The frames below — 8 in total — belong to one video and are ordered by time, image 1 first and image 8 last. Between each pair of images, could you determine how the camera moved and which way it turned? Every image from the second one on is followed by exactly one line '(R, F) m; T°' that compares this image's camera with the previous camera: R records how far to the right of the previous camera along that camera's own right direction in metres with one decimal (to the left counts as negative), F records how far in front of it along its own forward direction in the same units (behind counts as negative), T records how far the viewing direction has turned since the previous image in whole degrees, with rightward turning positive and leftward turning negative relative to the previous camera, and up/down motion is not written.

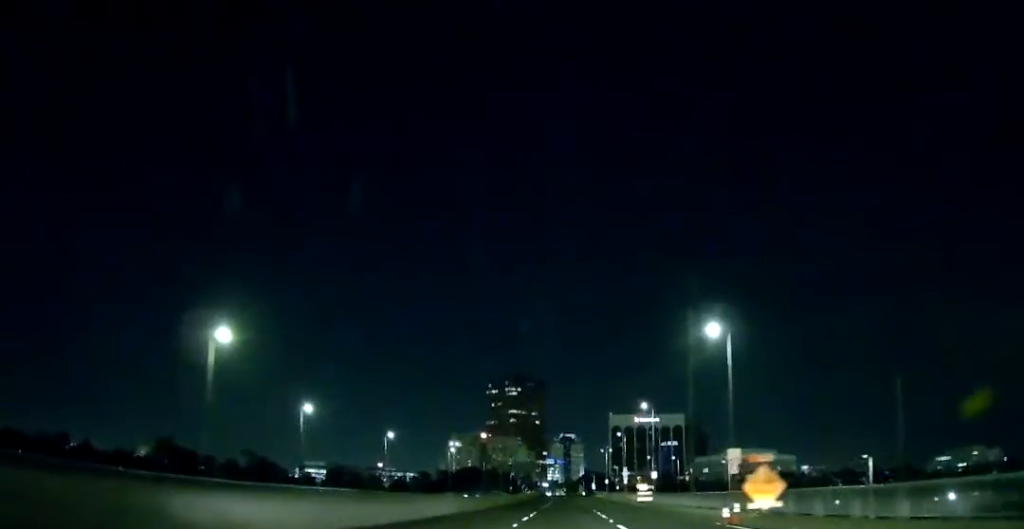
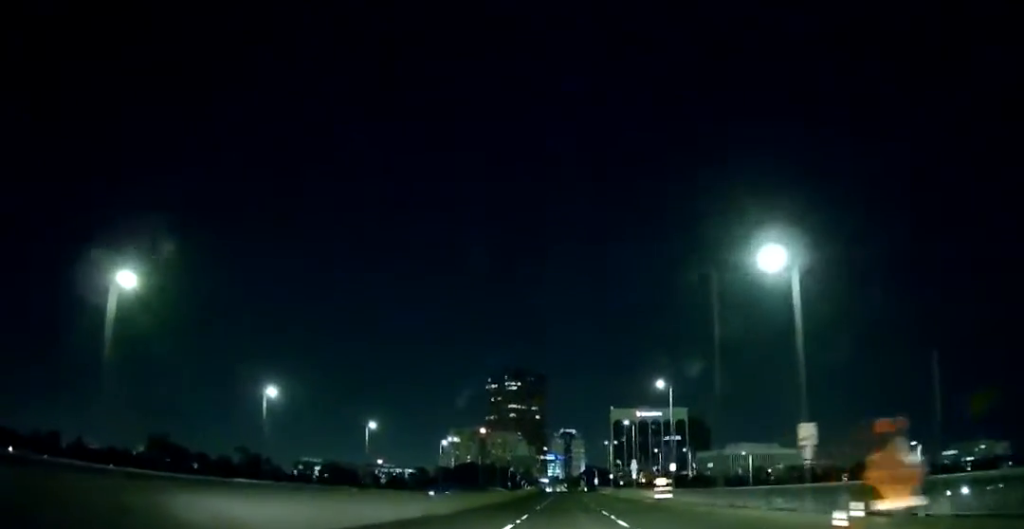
(-0.1, +11.0) m; 0°
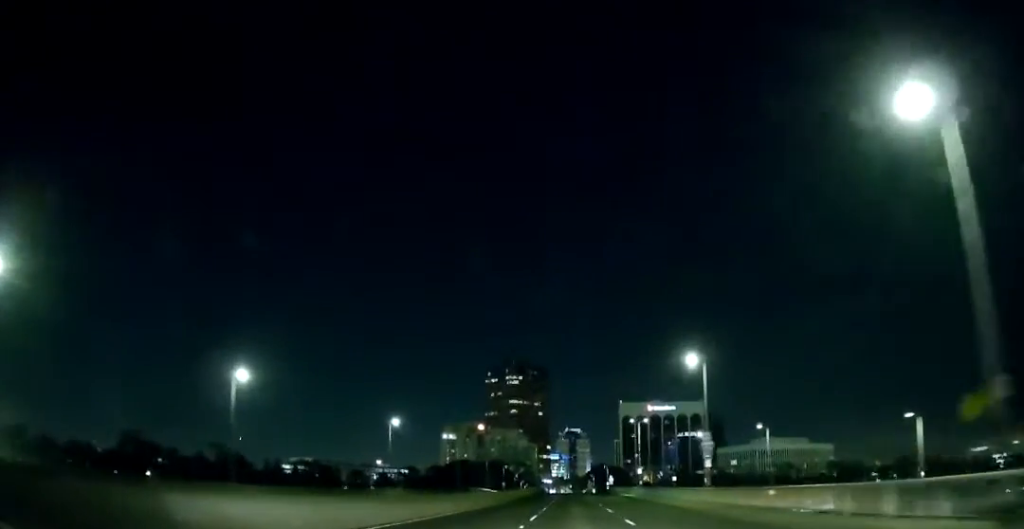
(+0.2, +44.4) m; 0°
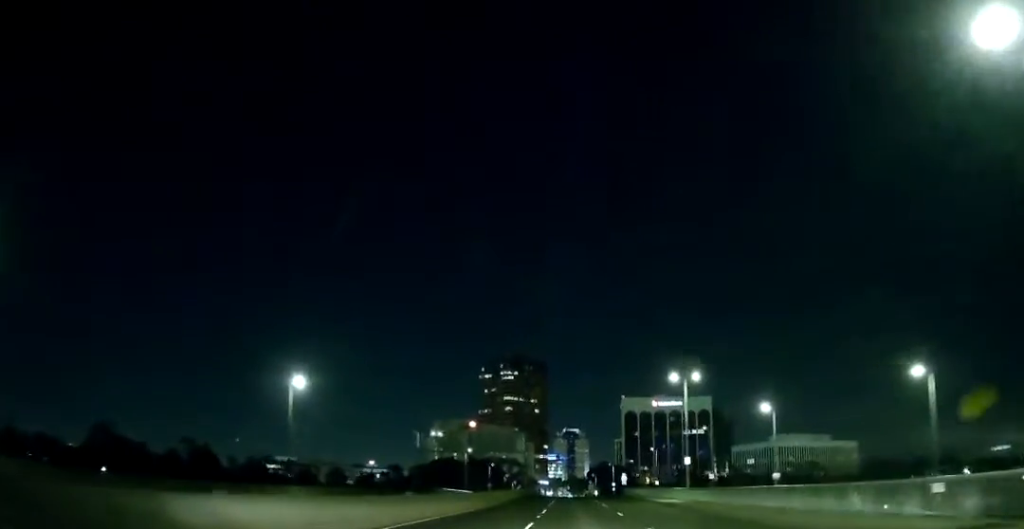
(-0.2, +35.6) m; 0°
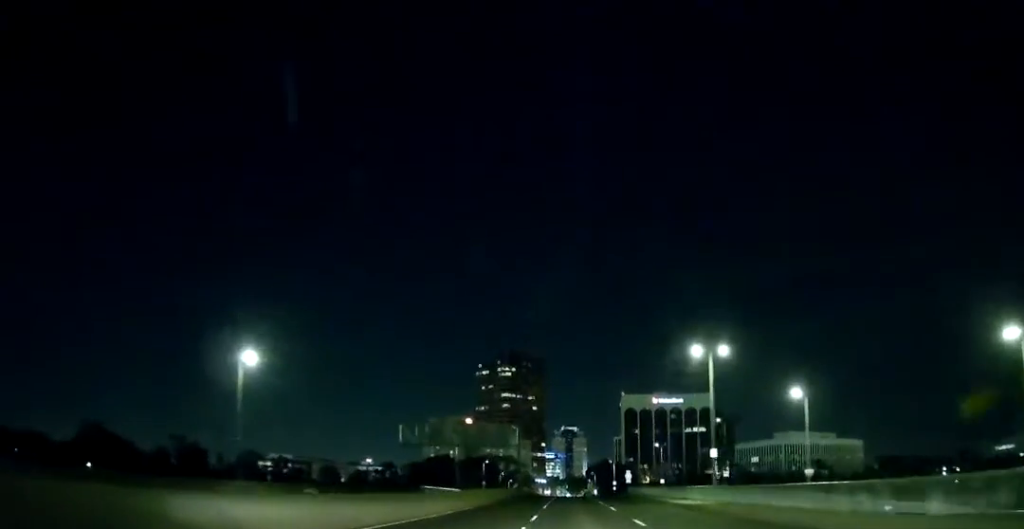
(0.0, +9.8) m; 0°
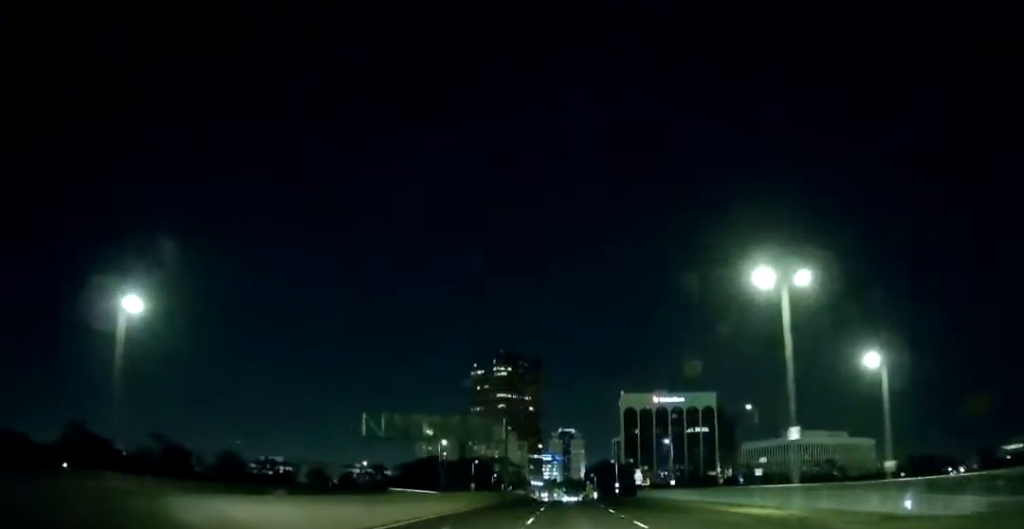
(+0.1, +16.4) m; 0°
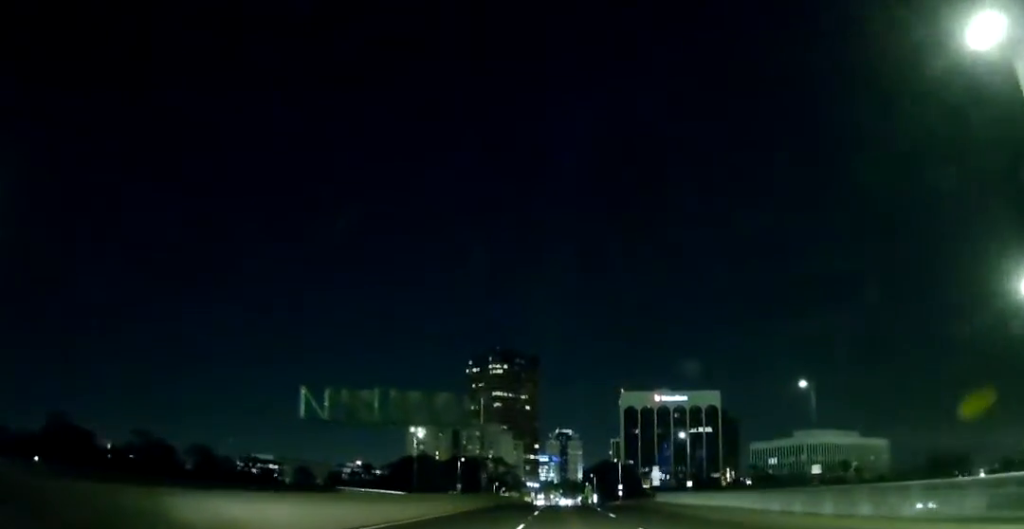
(0.0, +18.3) m; 0°
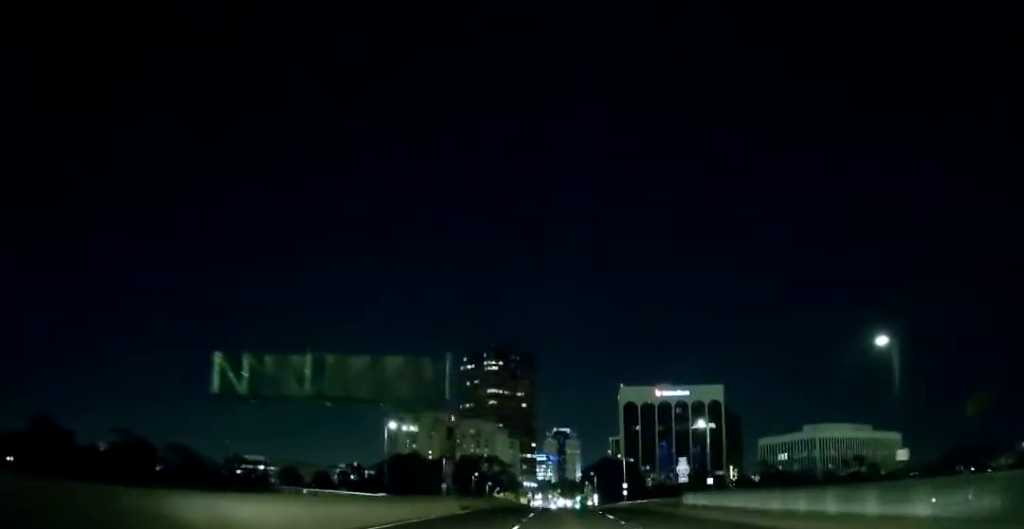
(0.0, +15.1) m; 0°
